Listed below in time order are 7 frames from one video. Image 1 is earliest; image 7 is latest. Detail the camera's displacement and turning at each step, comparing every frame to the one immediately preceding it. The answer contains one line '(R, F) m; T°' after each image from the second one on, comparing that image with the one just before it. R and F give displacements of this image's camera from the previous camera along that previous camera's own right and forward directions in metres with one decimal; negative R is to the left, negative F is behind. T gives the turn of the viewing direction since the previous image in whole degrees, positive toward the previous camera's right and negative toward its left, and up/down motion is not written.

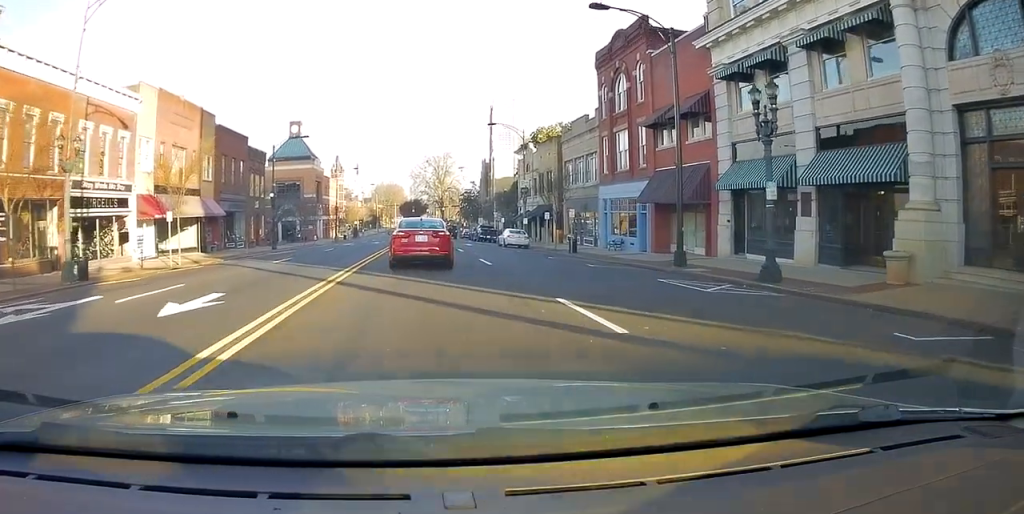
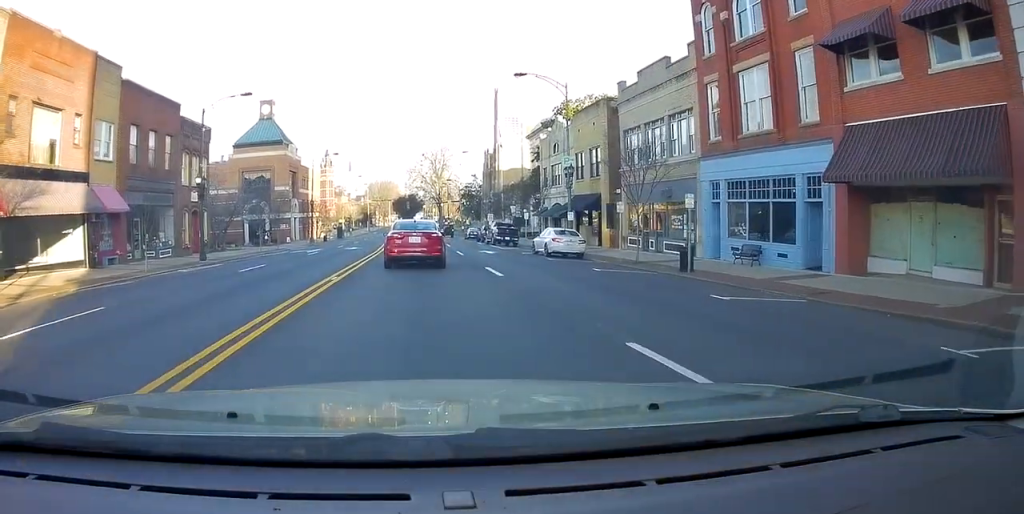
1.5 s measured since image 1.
(+0.3, +16.3) m; 0°
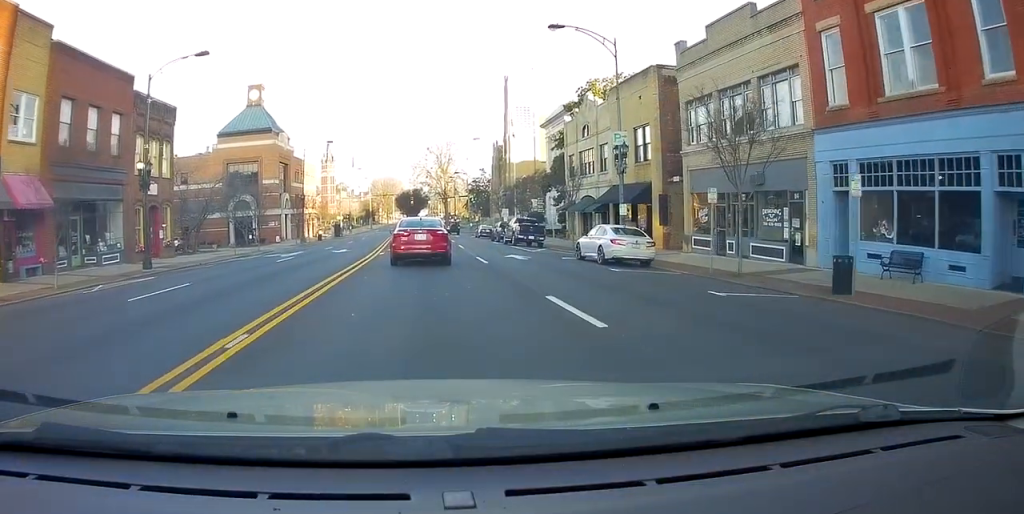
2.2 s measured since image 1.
(0.0, +8.0) m; -3°
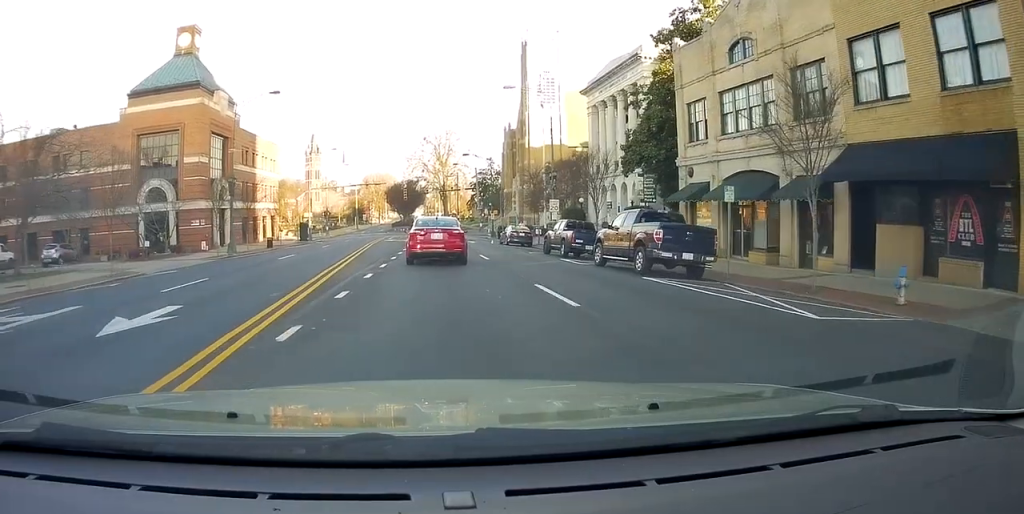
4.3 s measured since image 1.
(-1.8, +21.9) m; -4°
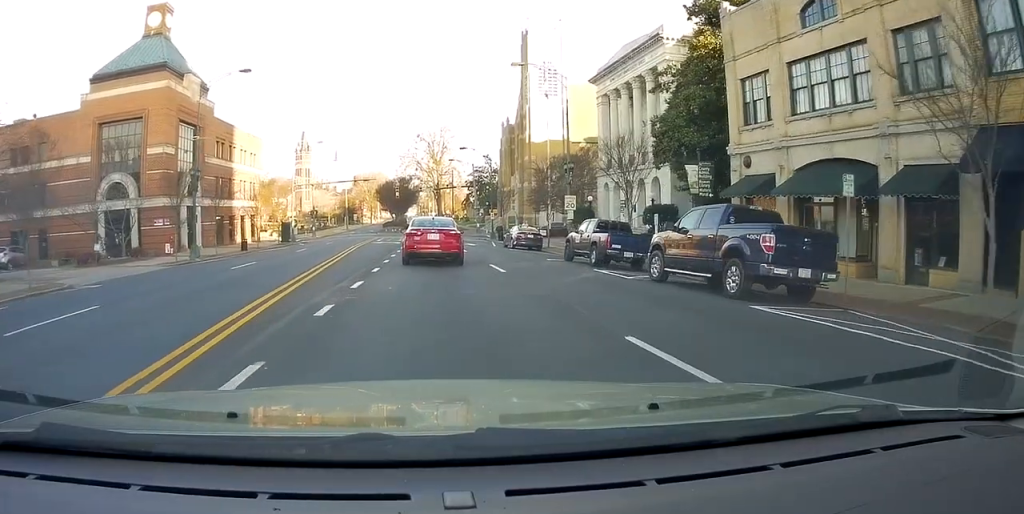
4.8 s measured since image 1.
(+0.1, +5.3) m; +1°
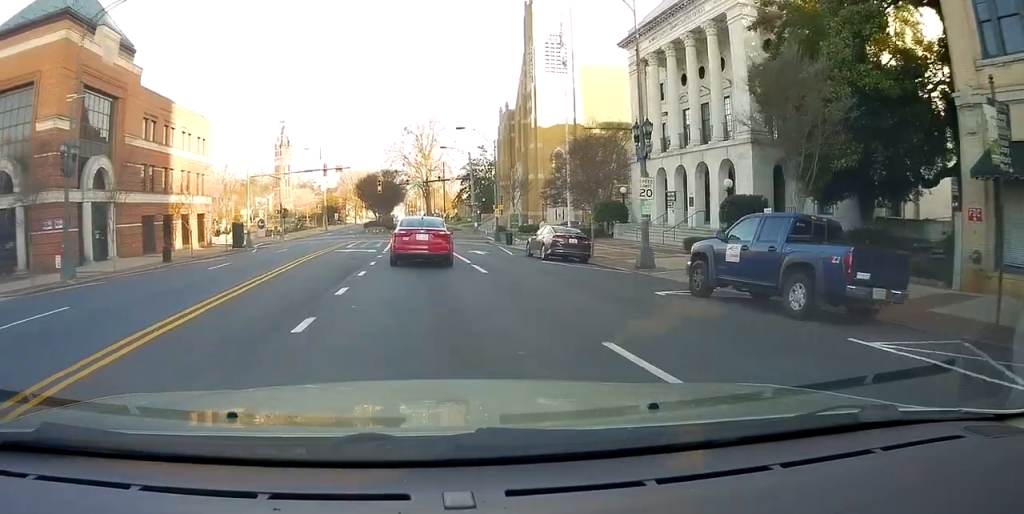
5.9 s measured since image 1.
(+0.2, +13.6) m; +2°
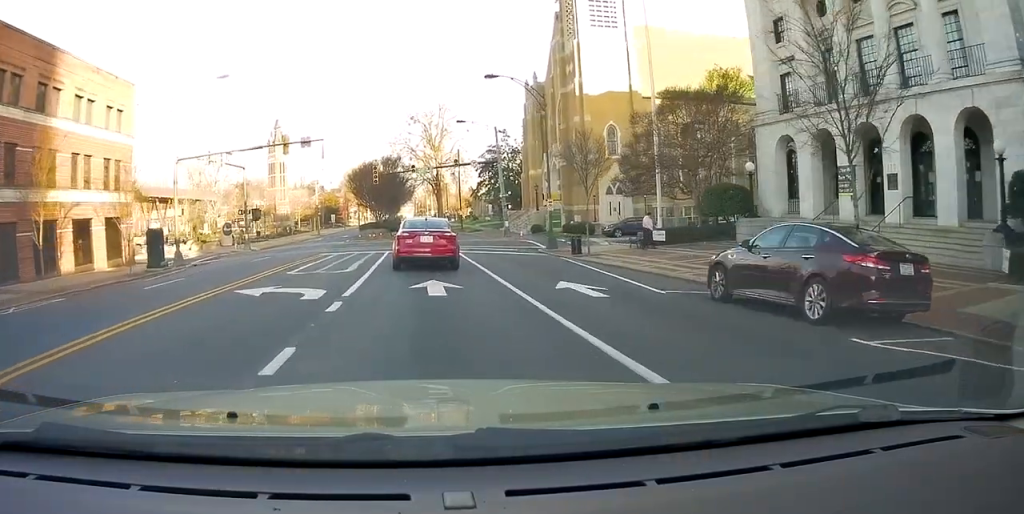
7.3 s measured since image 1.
(+0.3, +18.5) m; +1°
